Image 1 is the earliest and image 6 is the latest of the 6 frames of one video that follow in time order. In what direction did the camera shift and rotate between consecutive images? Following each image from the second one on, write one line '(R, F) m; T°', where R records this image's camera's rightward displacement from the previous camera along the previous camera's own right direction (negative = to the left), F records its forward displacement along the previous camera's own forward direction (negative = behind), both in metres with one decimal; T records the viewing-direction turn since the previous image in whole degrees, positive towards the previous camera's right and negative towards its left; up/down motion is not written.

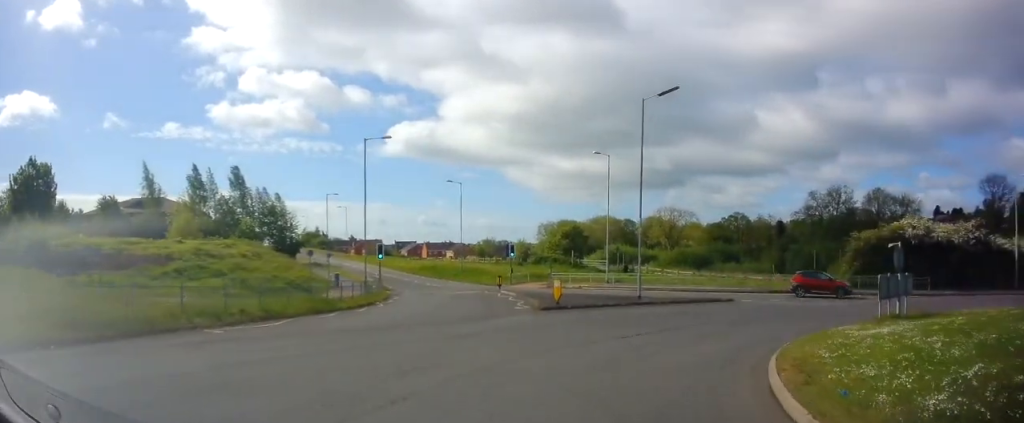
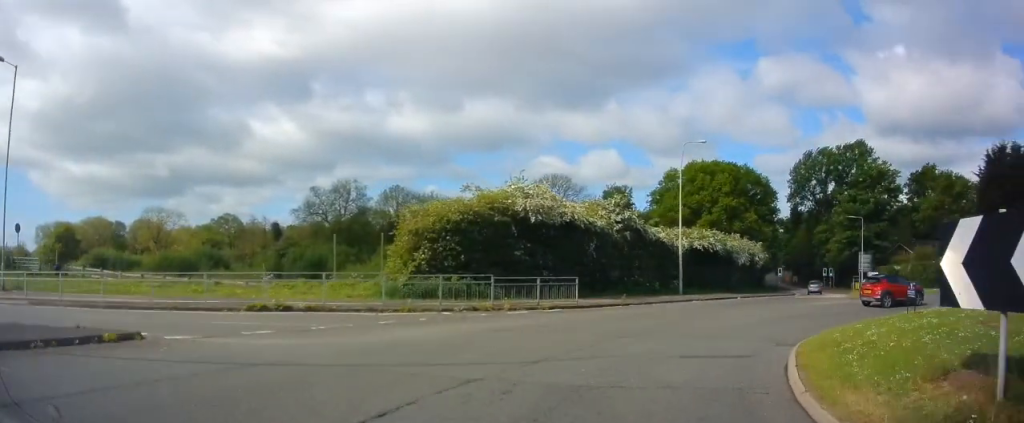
(+7.9, +17.6) m; +48°
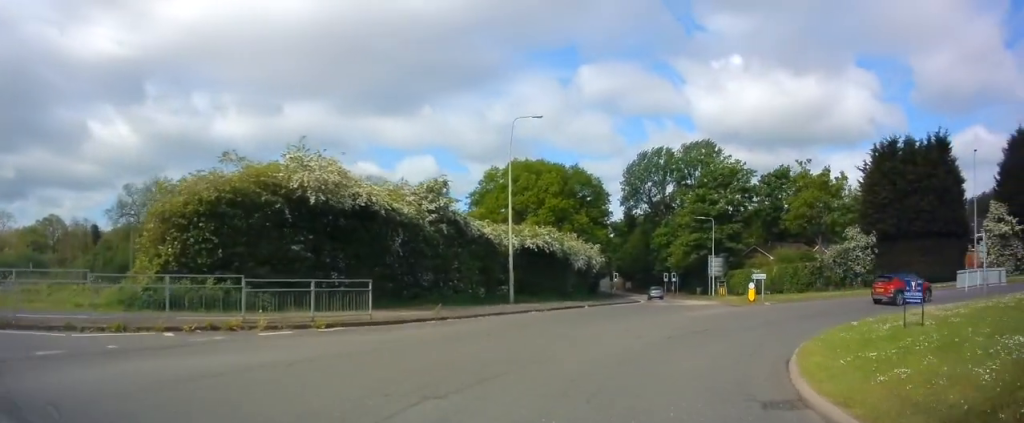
(+1.0, +6.8) m; +16°
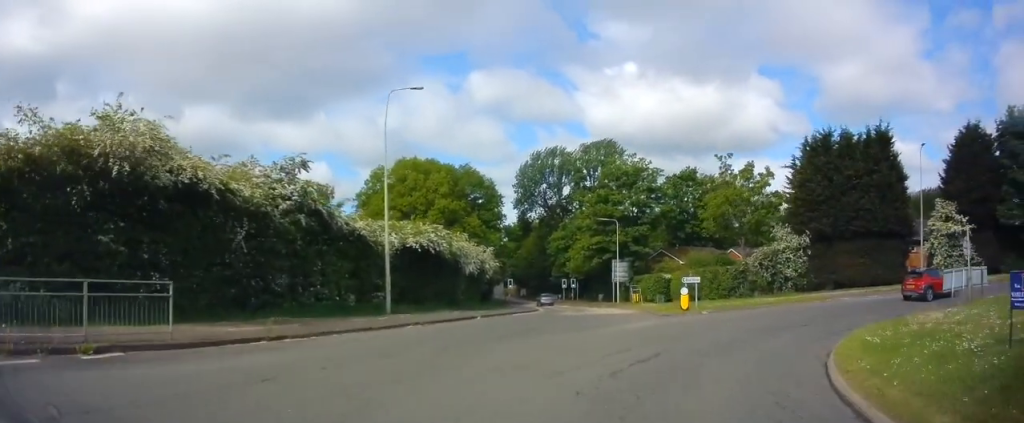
(+0.4, +5.1) m; +9°
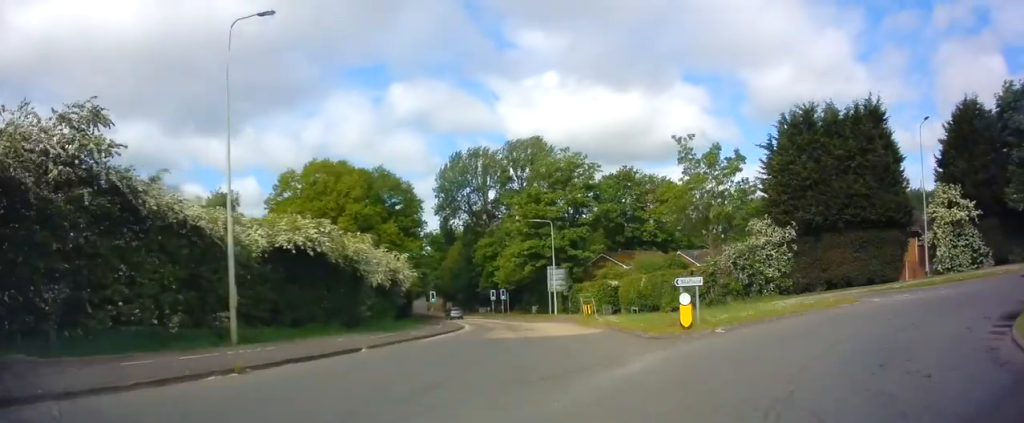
(+1.0, +8.3) m; +7°
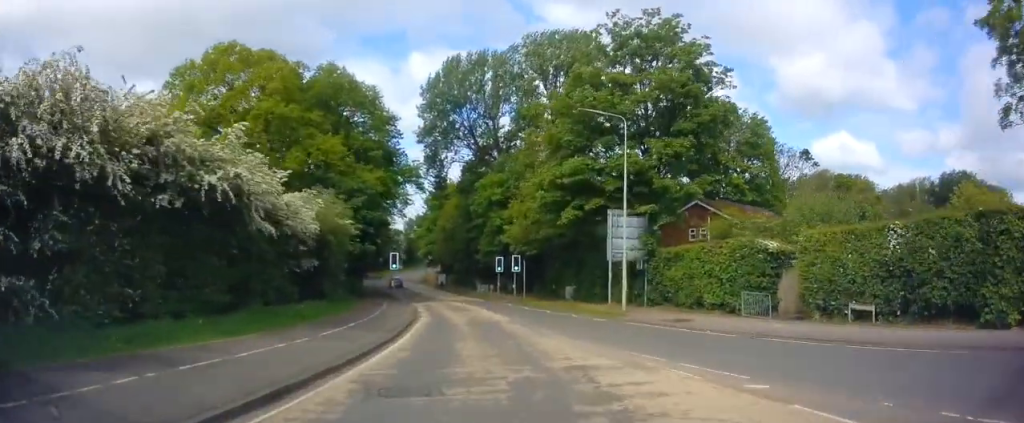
(+1.2, +29.8) m; +1°
